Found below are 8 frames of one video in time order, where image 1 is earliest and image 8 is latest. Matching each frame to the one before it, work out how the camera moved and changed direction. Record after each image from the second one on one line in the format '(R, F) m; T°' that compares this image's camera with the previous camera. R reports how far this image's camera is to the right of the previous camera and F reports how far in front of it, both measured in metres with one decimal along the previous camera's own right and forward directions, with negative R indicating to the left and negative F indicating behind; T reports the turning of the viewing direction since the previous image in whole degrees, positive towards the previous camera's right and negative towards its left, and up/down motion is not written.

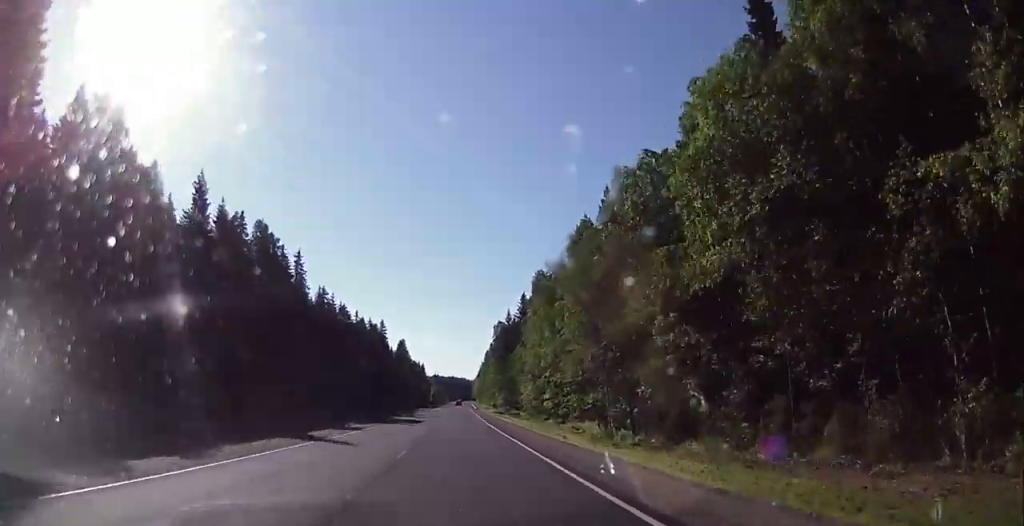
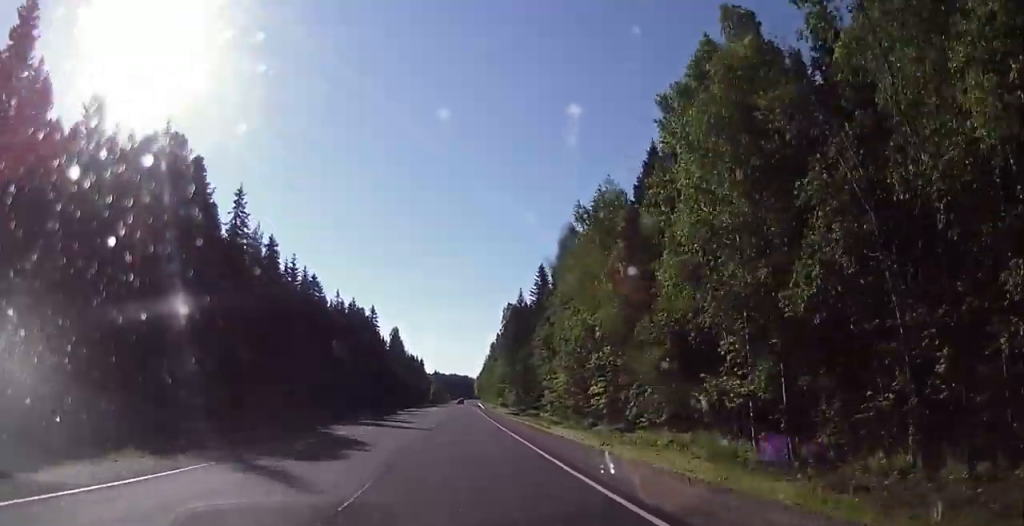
(0.0, +30.8) m; 0°
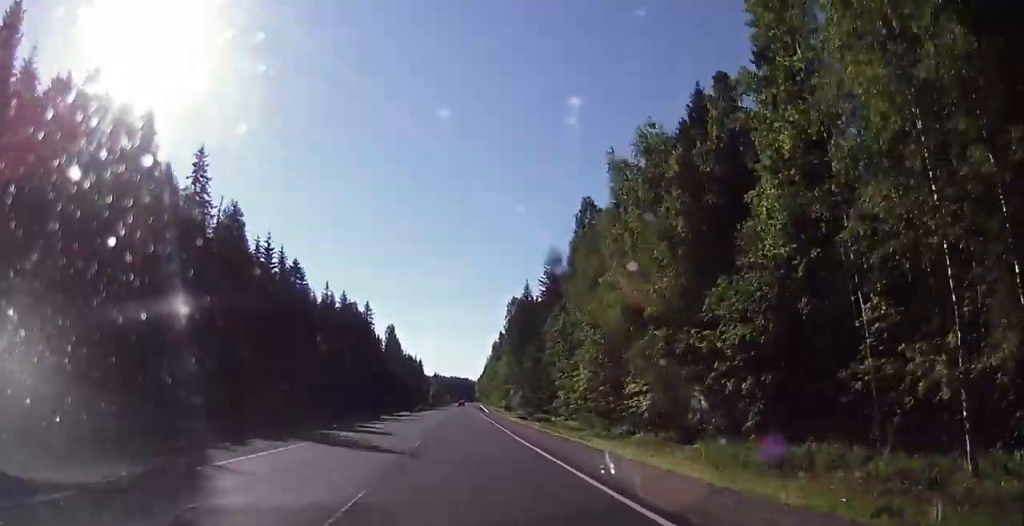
(-0.1, +13.0) m; 0°
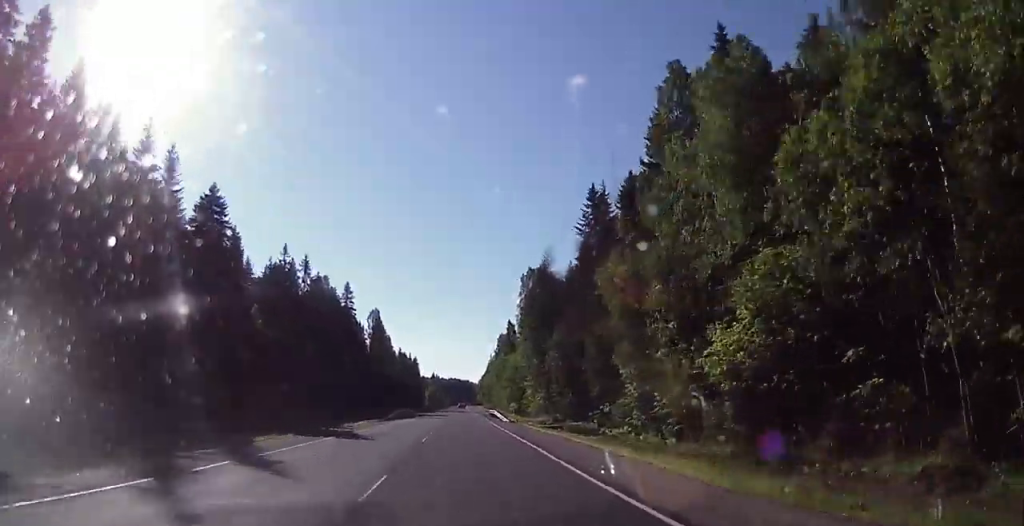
(-0.2, +34.1) m; 0°
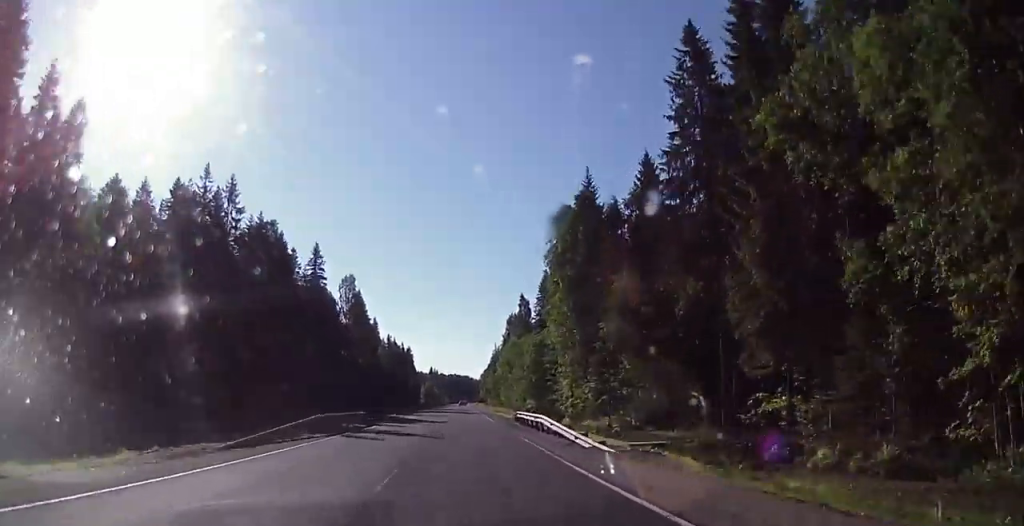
(+0.2, +35.2) m; 0°
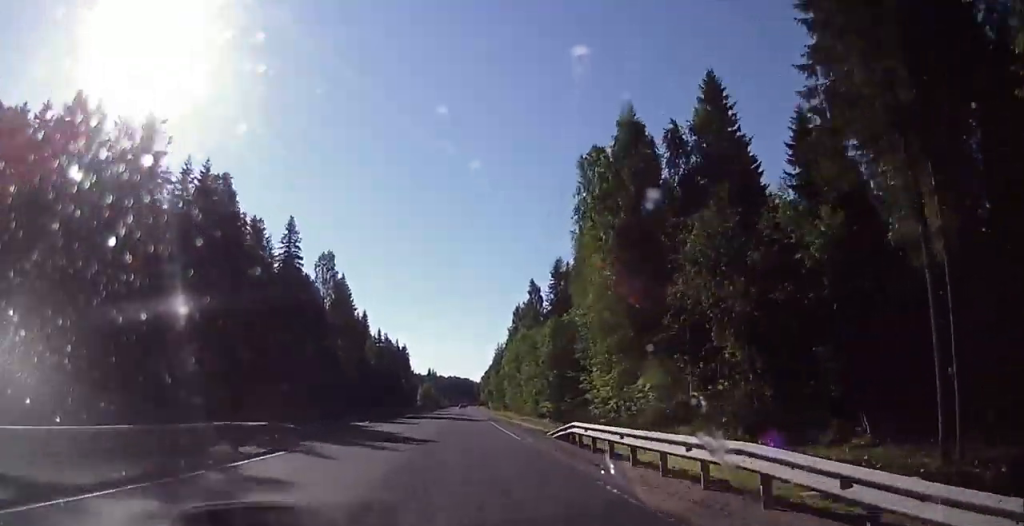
(0.0, +19.1) m; 0°
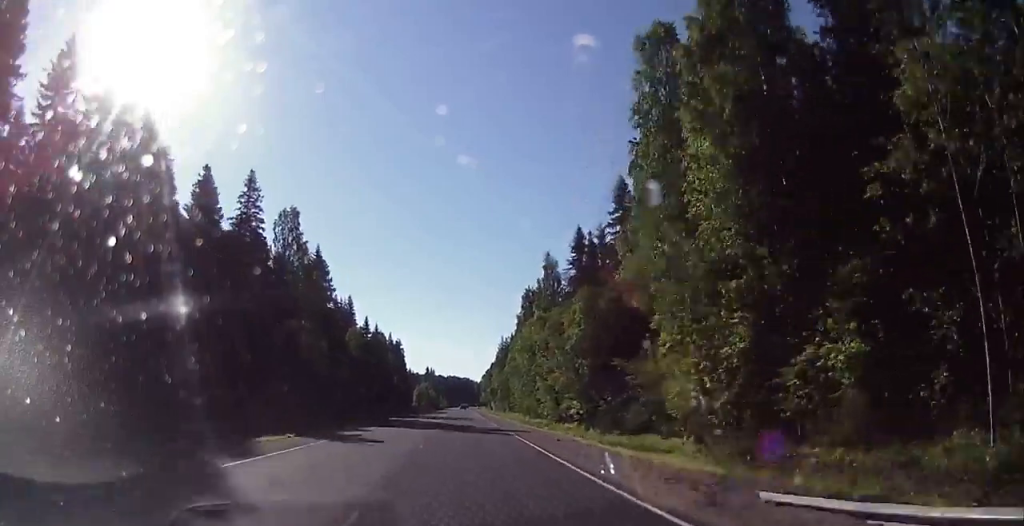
(0.0, +21.2) m; -1°
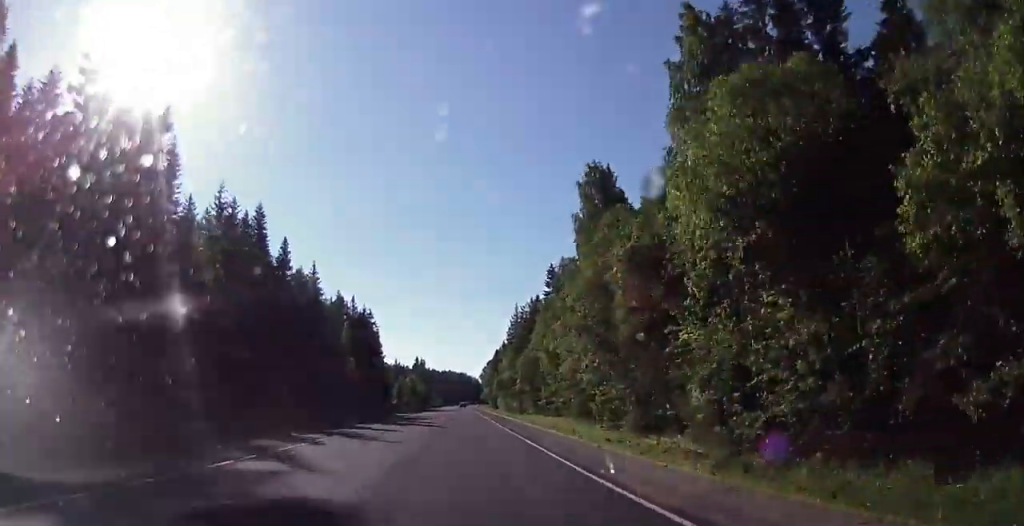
(-1.0, +61.2) m; -1°
